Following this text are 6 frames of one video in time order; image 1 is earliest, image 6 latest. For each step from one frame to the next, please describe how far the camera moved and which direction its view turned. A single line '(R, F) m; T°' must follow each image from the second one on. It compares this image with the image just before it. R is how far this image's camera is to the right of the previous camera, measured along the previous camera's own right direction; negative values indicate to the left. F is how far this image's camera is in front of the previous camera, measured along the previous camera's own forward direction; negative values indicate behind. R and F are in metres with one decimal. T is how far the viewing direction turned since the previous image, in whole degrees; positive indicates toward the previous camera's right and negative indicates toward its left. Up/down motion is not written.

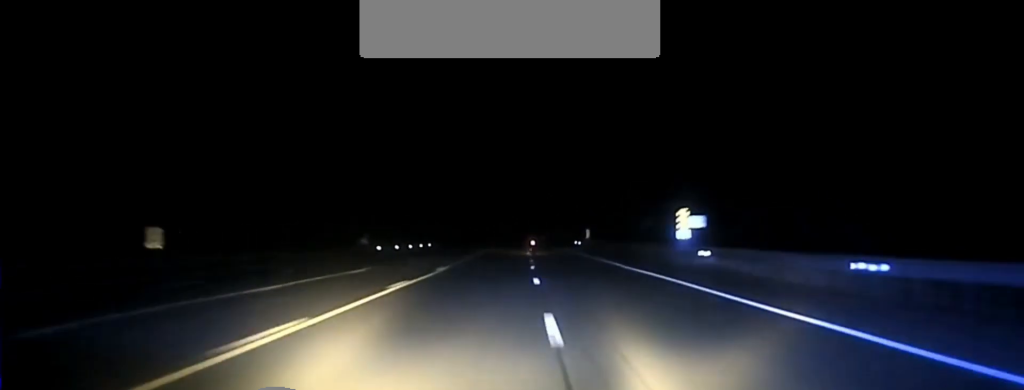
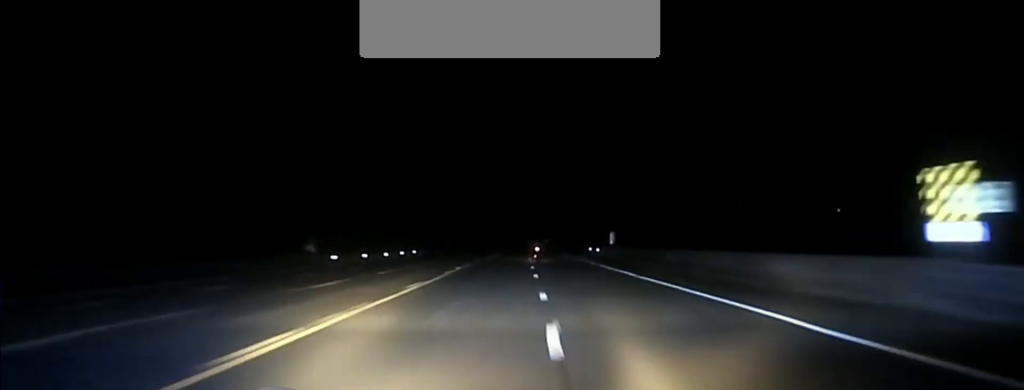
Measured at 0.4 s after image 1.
(0.0, +27.2) m; 0°
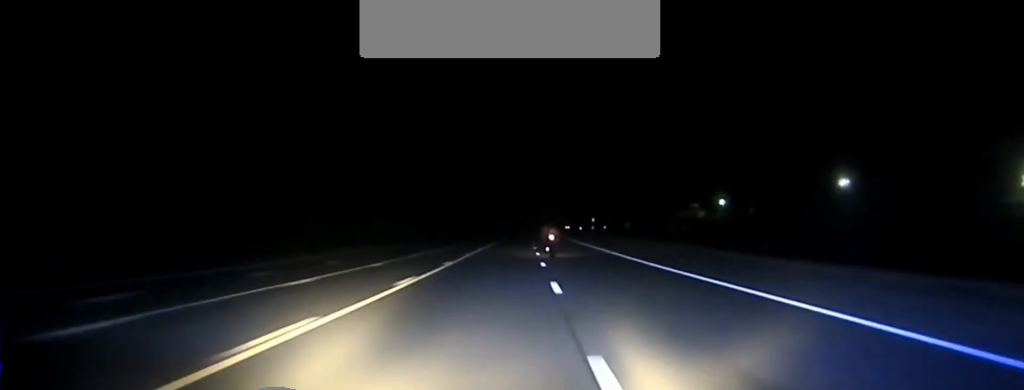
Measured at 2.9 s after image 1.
(-0.1, +138.4) m; 0°
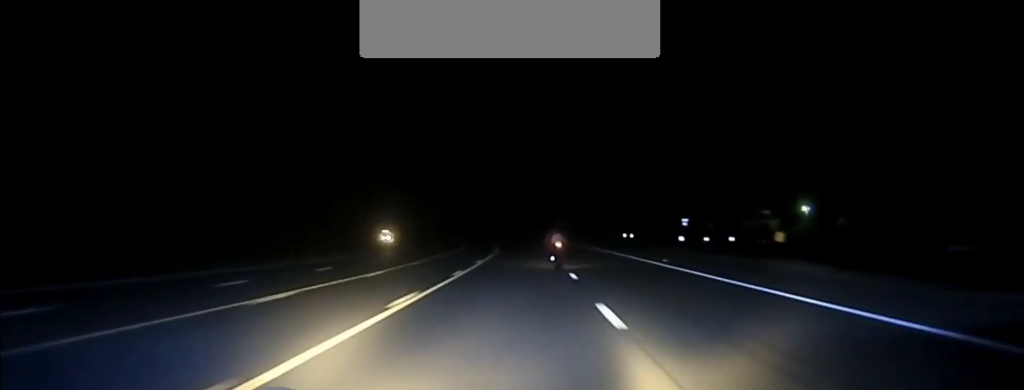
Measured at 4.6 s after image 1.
(-1.1, +88.2) m; -1°
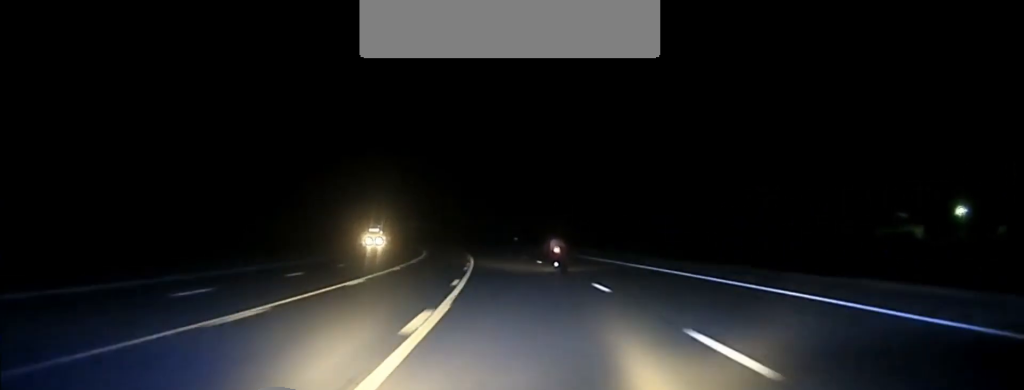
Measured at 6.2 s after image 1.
(0.0, +76.4) m; -3°
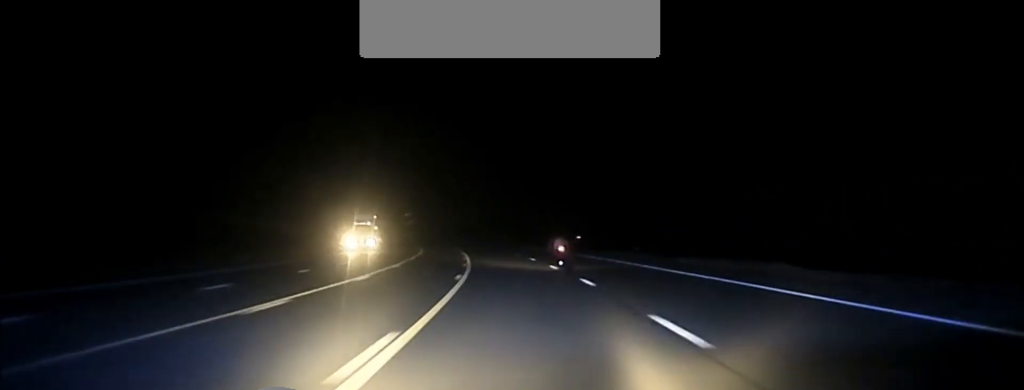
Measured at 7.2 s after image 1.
(-2.2, +45.9) m; -5°
